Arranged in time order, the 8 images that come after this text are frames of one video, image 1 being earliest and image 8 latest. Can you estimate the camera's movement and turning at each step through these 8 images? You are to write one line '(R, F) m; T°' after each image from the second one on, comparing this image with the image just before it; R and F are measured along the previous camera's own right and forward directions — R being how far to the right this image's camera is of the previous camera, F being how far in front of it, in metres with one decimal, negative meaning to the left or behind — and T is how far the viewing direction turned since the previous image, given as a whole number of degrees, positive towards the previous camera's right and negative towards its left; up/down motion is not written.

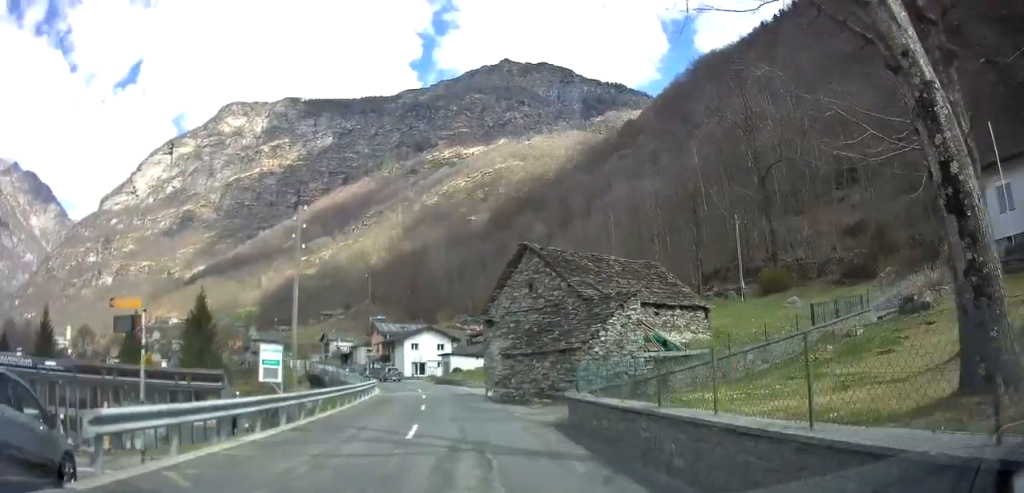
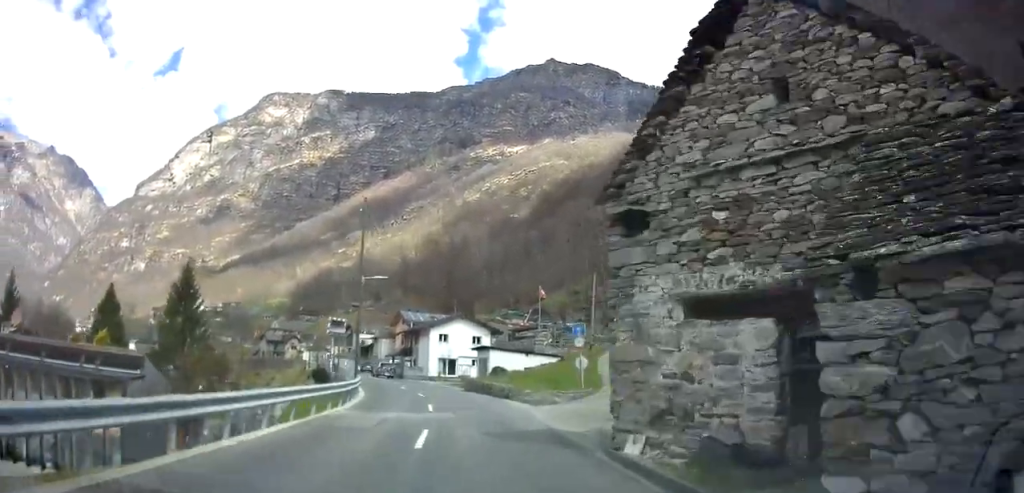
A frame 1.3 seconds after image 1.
(-0.2, +16.6) m; -2°
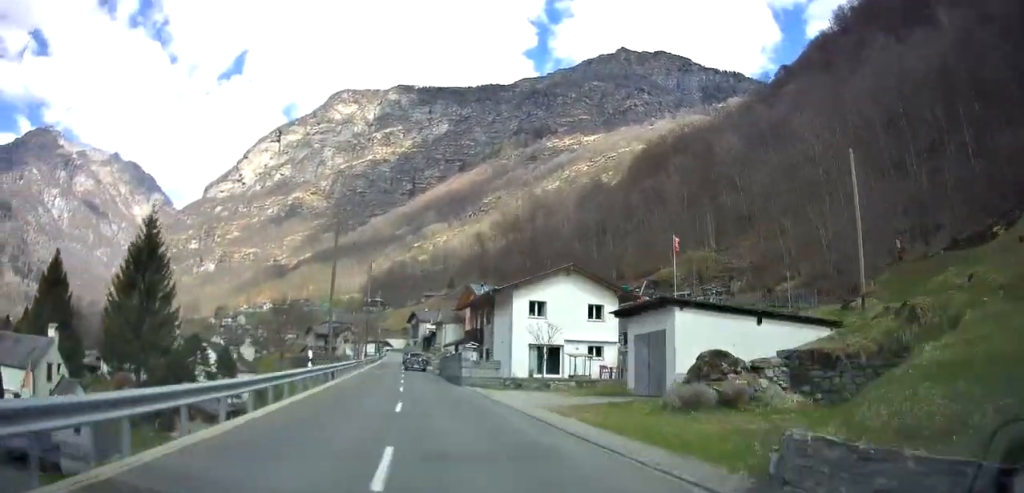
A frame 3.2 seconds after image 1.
(-2.1, +27.0) m; -9°
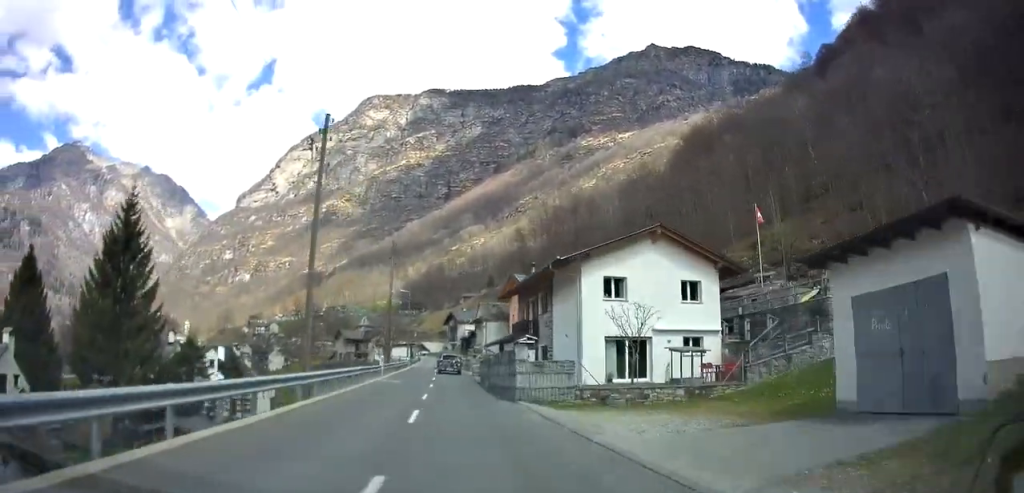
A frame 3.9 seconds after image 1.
(-0.3, +10.7) m; -3°
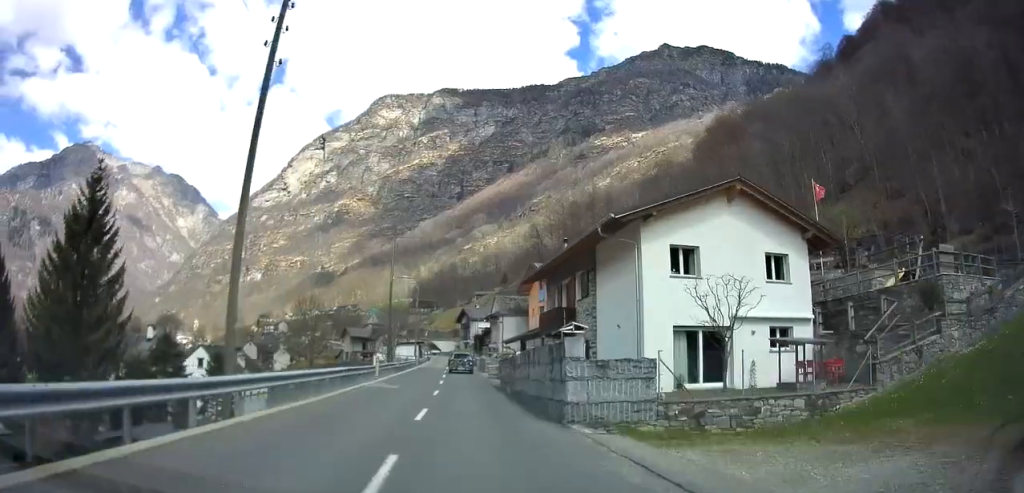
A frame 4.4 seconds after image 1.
(0.0, +8.2) m; -2°
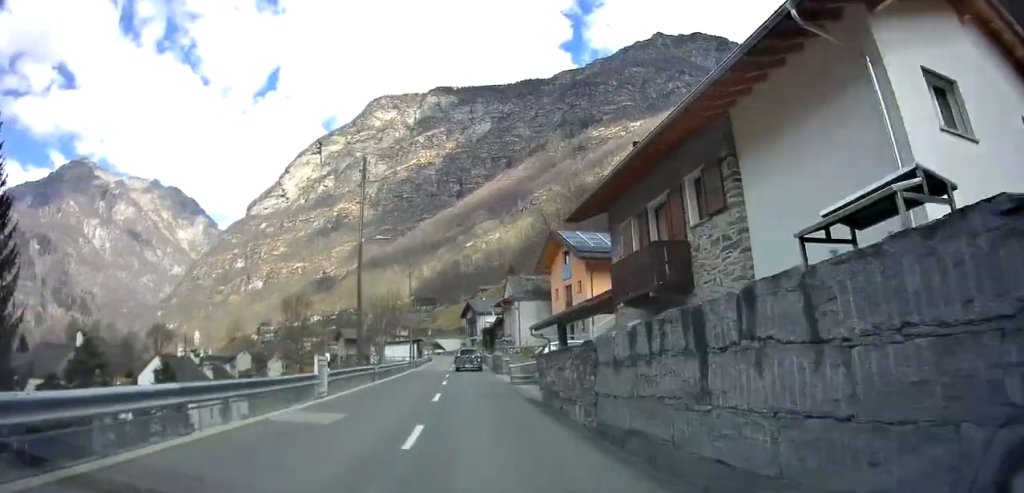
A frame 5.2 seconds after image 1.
(-0.5, +13.6) m; -2°
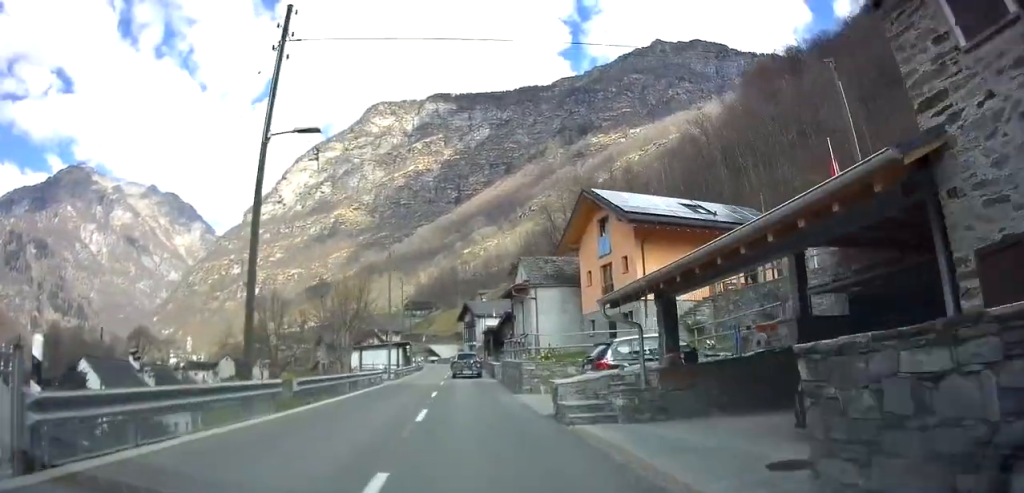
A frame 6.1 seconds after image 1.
(-0.1, +13.0) m; 0°
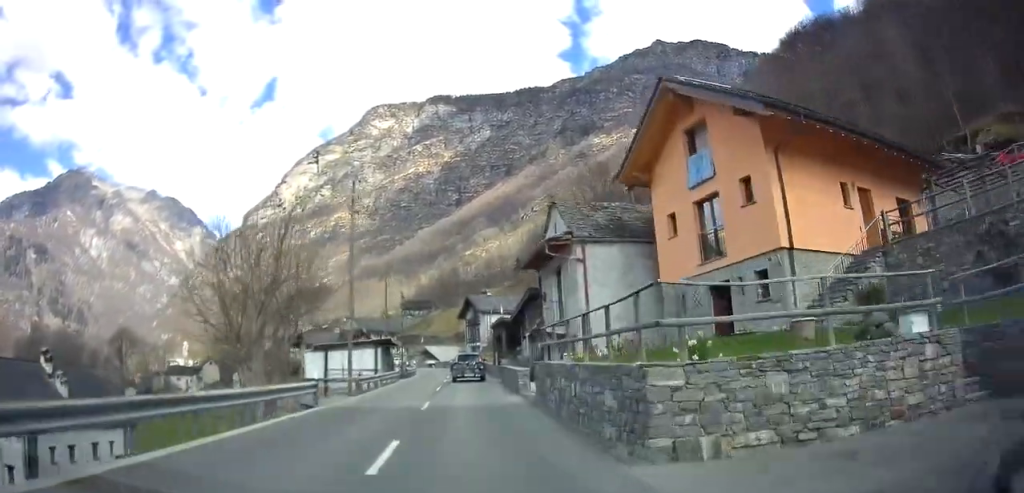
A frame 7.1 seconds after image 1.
(+0.1, +14.4) m; 0°
